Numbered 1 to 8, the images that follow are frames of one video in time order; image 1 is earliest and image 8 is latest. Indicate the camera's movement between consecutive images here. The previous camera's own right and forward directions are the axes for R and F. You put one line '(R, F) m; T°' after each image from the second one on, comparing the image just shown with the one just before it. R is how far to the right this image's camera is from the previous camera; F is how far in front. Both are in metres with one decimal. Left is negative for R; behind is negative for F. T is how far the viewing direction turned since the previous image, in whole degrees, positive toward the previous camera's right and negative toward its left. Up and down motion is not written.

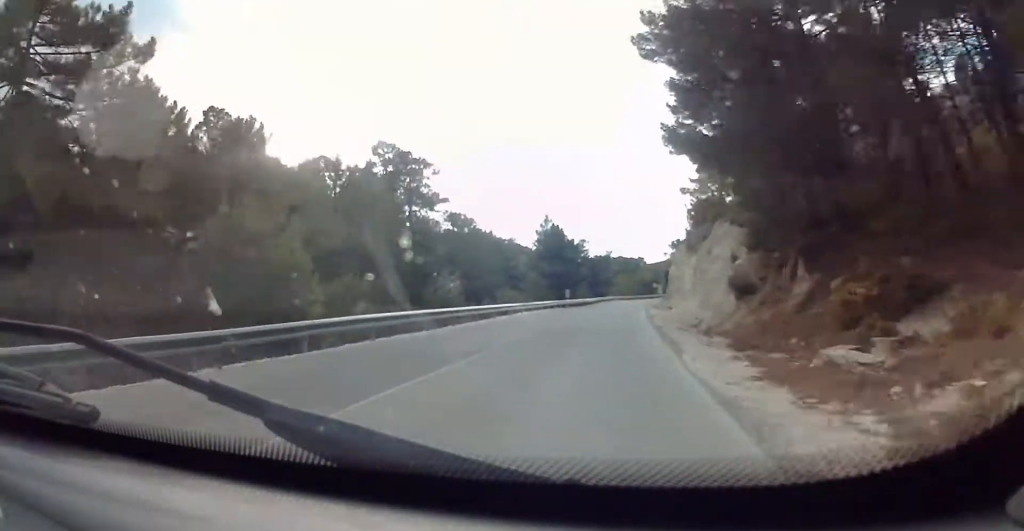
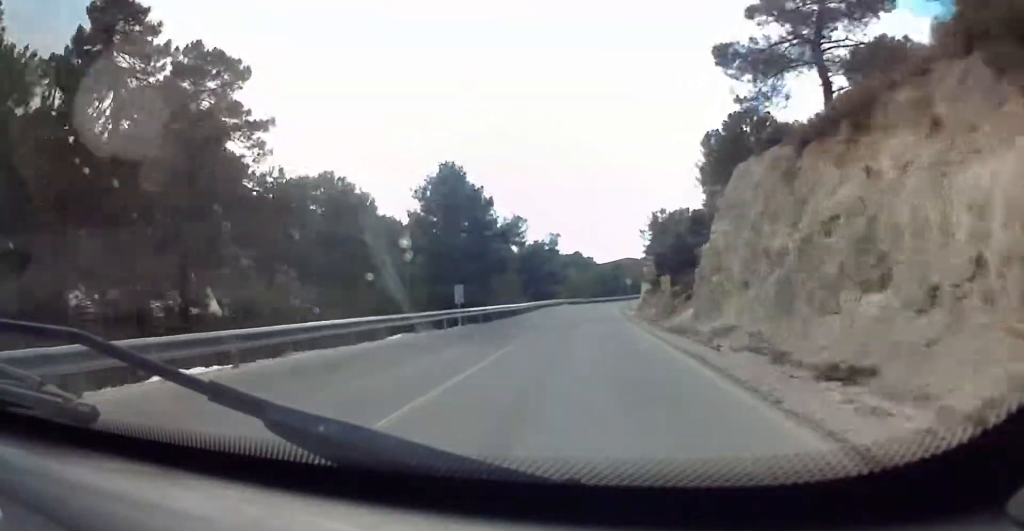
(+2.5, +38.6) m; +7°
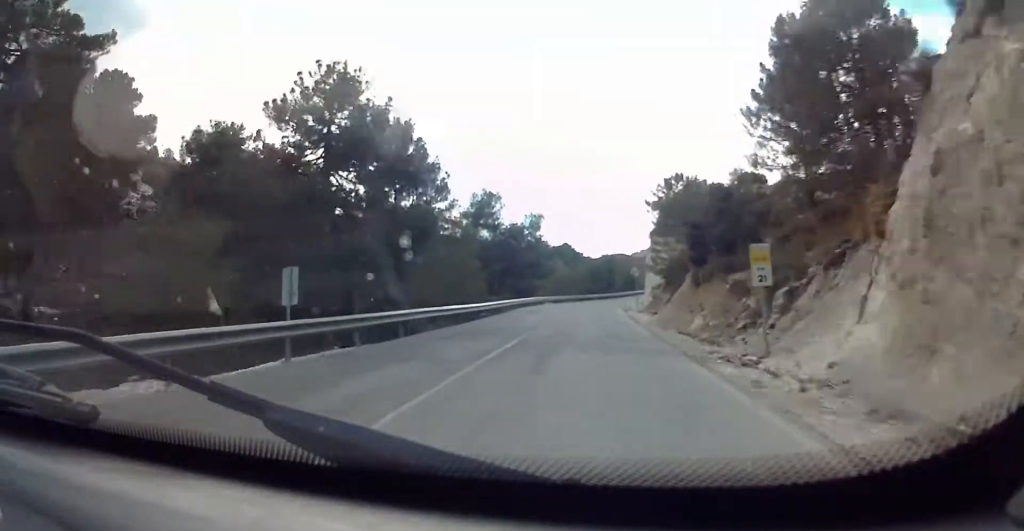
(+0.4, +17.8) m; +2°
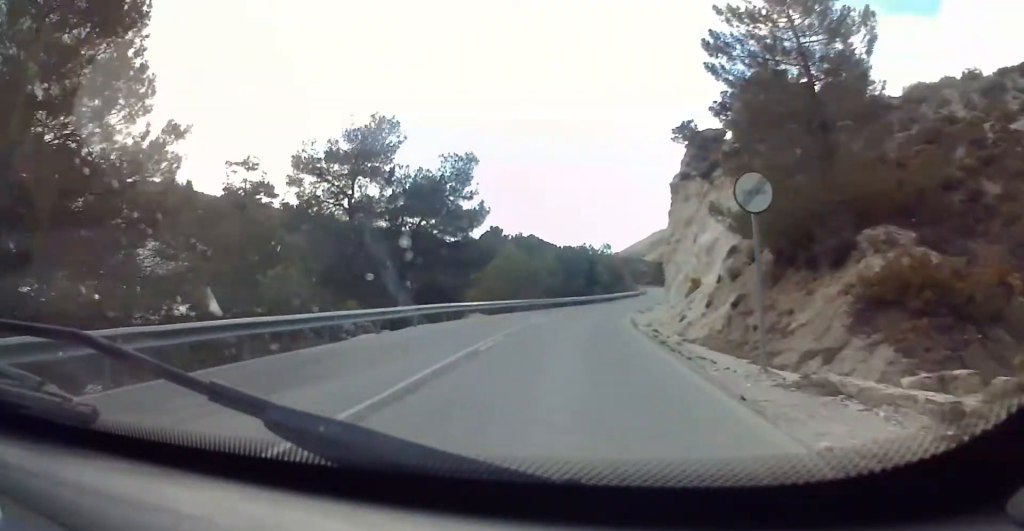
(+0.7, +32.7) m; +3°
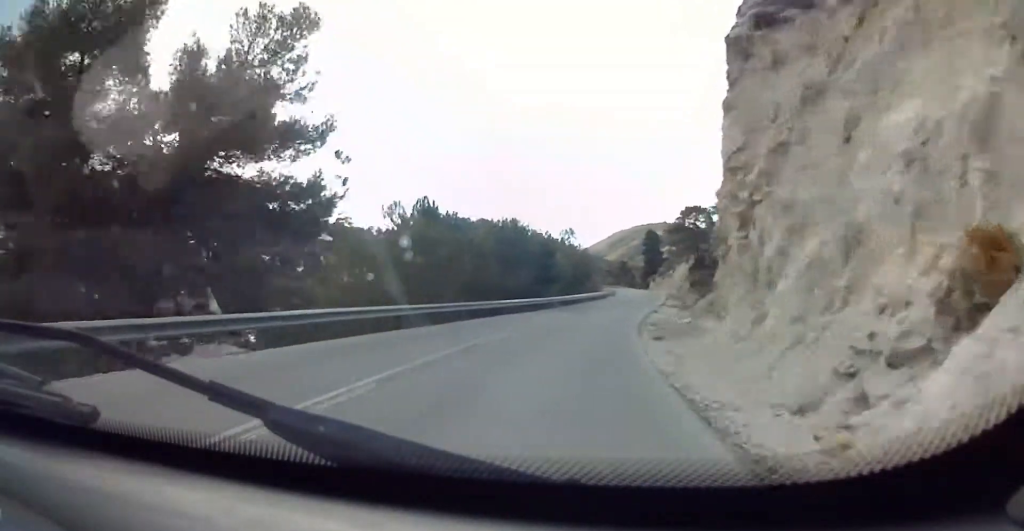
(+0.3, +22.1) m; +2°
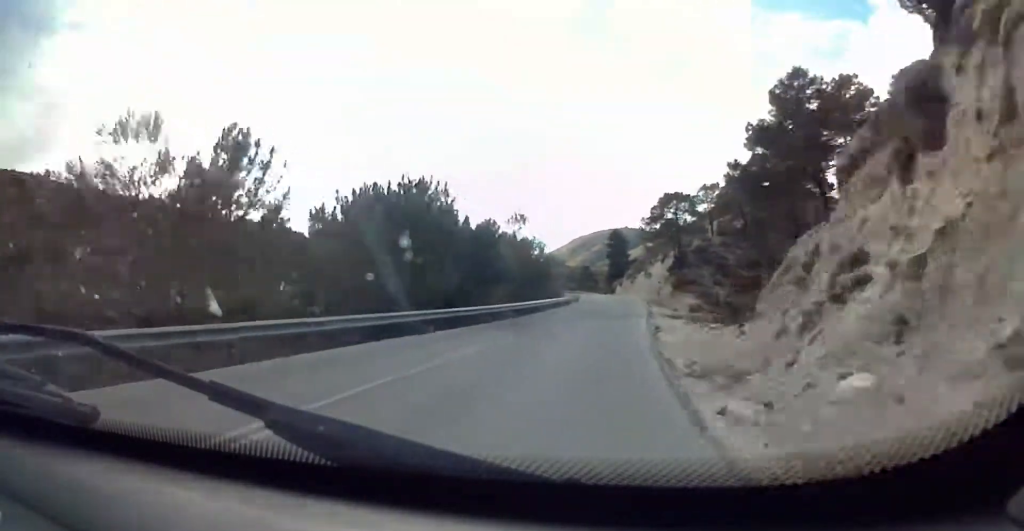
(+0.5, +14.9) m; +1°
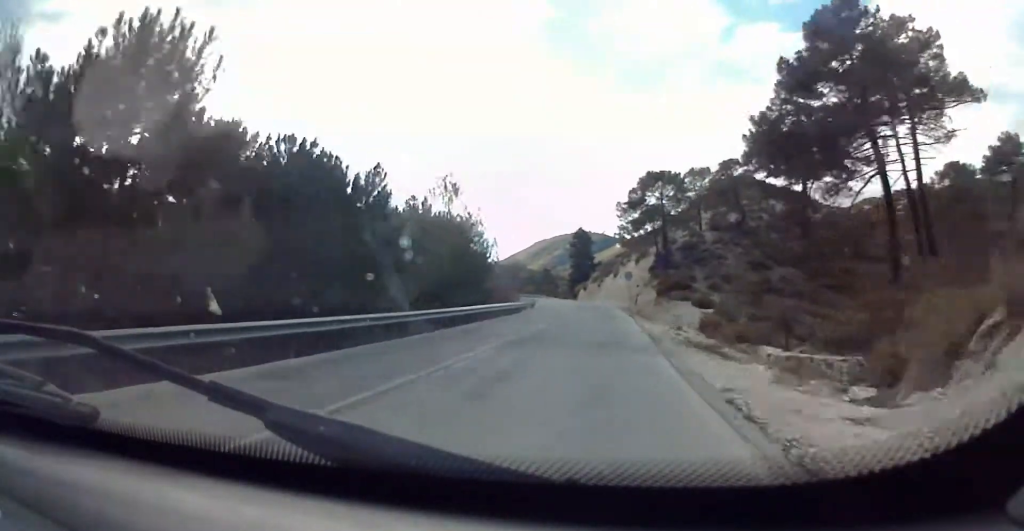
(0.0, +15.0) m; 0°
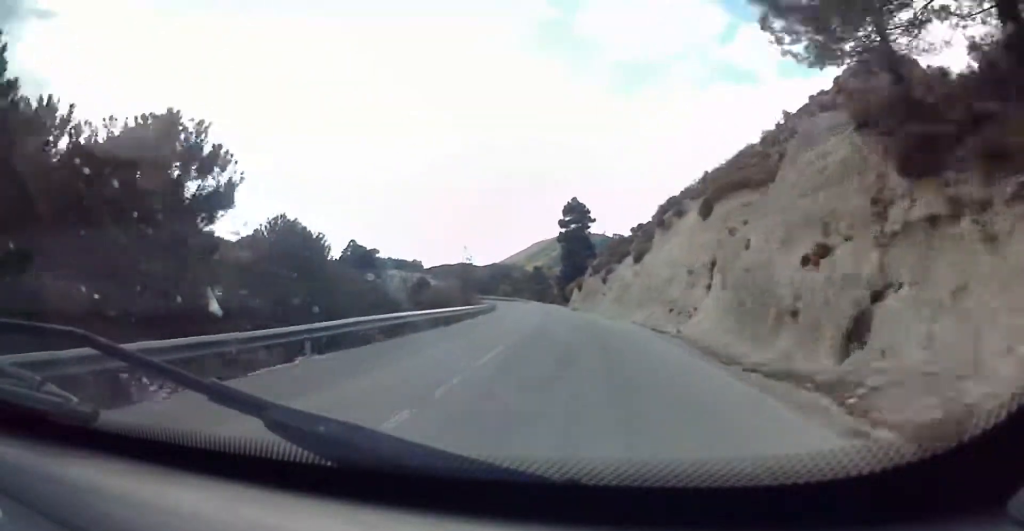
(-0.2, +46.6) m; 0°
